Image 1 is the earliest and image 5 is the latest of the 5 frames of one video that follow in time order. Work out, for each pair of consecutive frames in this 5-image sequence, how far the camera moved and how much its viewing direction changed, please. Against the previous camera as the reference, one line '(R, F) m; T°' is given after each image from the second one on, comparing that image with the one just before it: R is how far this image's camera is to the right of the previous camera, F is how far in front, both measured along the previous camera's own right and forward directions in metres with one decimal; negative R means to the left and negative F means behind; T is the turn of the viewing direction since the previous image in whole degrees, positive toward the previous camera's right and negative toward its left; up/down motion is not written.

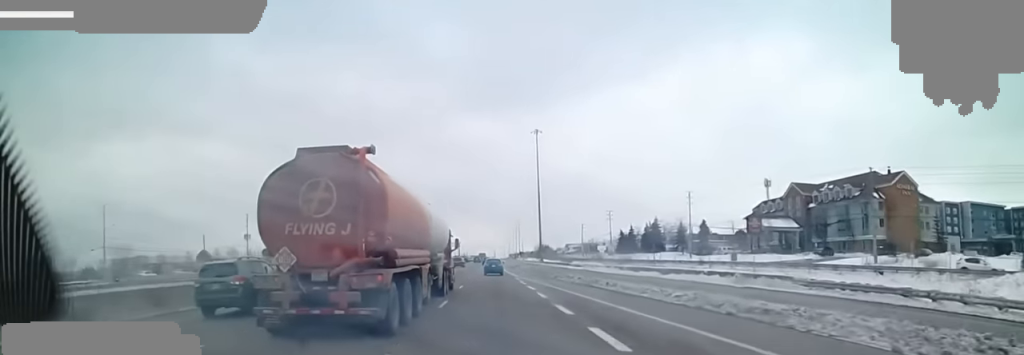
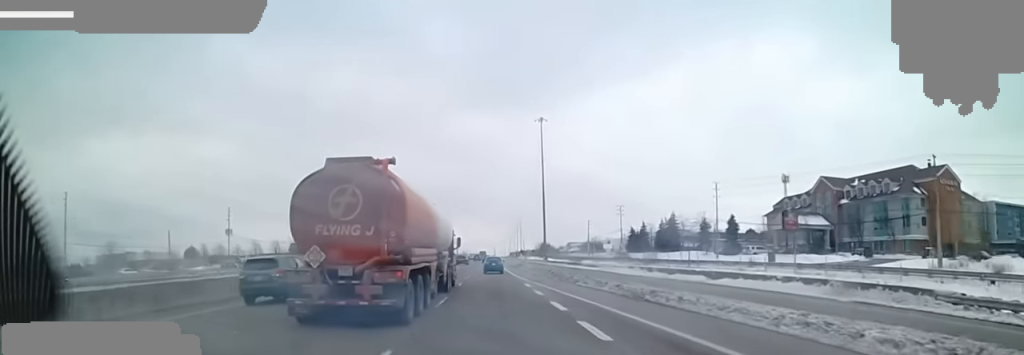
(0.0, +11.3) m; 0°
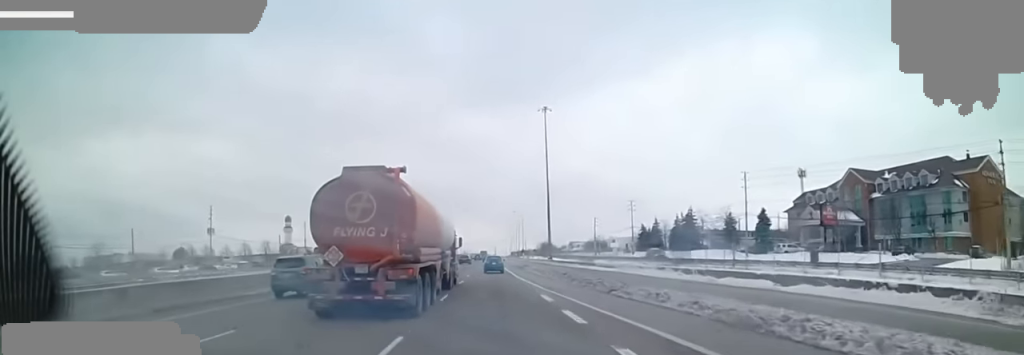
(0.0, +10.6) m; 0°
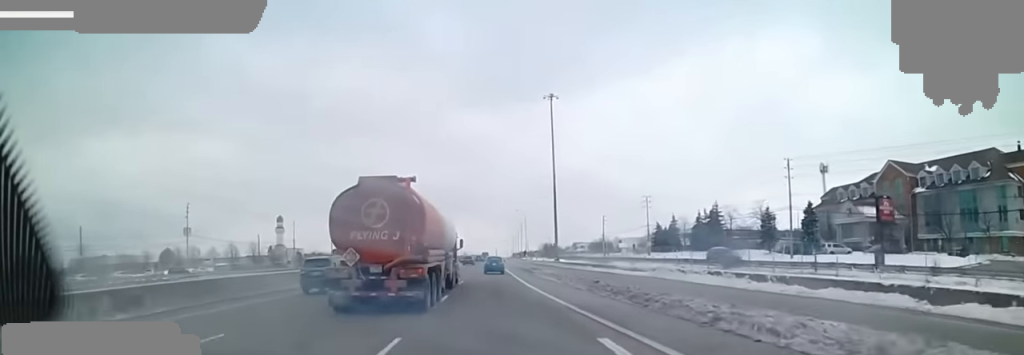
(0.0, +11.4) m; 0°
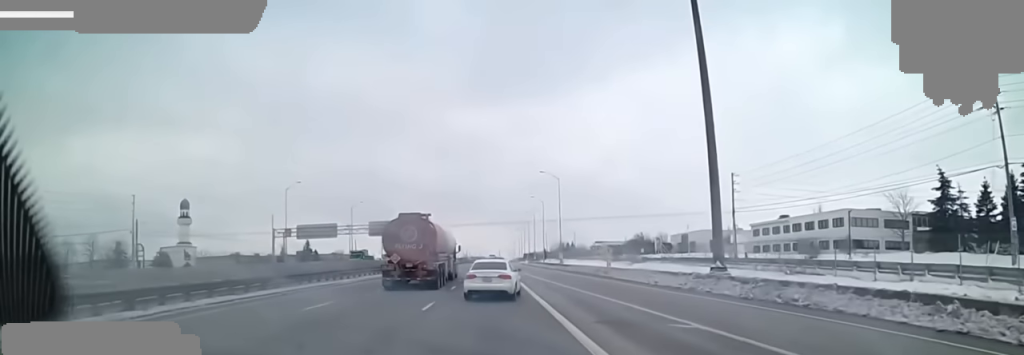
(-0.7, +84.8) m; 0°
